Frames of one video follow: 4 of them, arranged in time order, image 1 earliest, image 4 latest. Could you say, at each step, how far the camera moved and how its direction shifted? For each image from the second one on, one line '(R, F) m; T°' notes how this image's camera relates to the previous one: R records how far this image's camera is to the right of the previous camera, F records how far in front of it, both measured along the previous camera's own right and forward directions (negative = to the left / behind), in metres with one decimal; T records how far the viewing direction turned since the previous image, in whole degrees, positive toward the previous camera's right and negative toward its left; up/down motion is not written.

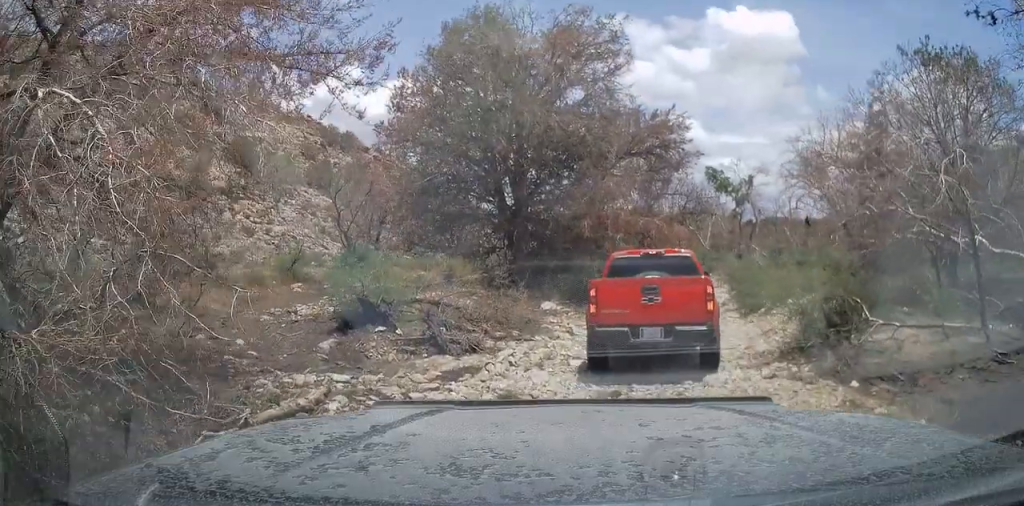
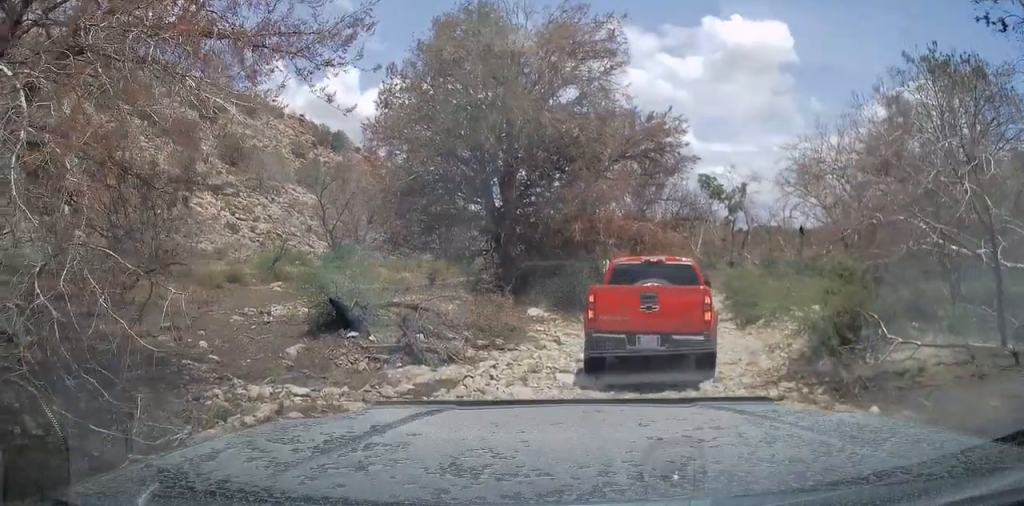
(+0.1, +1.6) m; 0°
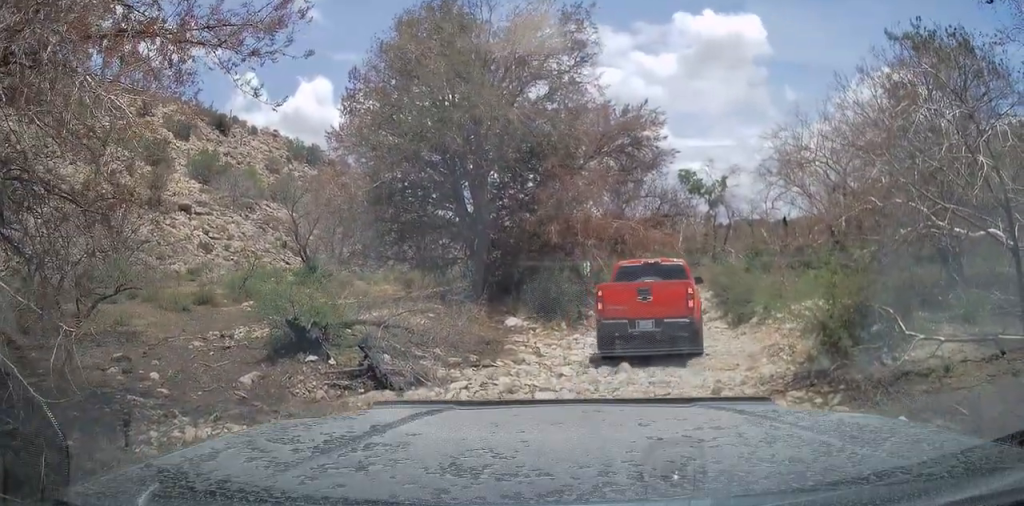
(-0.1, +2.5) m; 0°
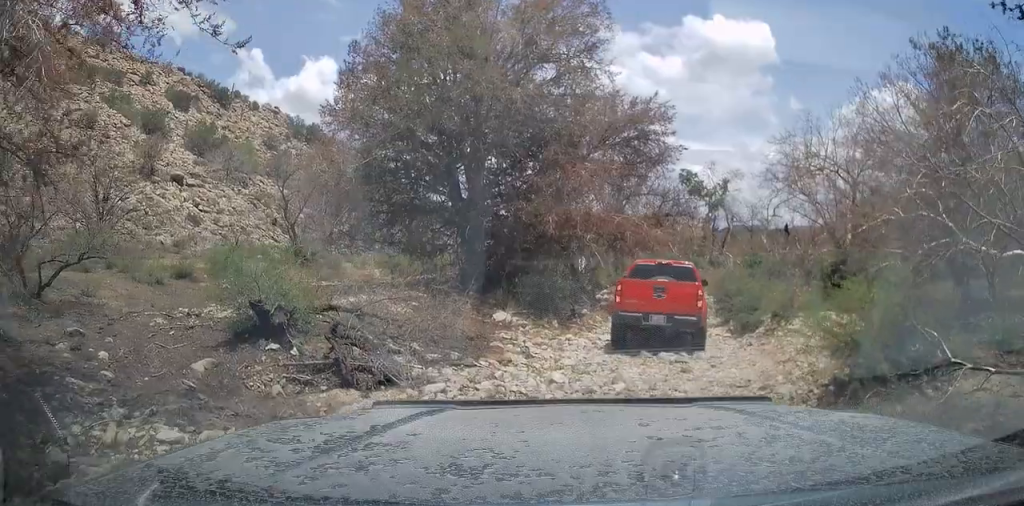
(+0.3, +0.9) m; 0°
